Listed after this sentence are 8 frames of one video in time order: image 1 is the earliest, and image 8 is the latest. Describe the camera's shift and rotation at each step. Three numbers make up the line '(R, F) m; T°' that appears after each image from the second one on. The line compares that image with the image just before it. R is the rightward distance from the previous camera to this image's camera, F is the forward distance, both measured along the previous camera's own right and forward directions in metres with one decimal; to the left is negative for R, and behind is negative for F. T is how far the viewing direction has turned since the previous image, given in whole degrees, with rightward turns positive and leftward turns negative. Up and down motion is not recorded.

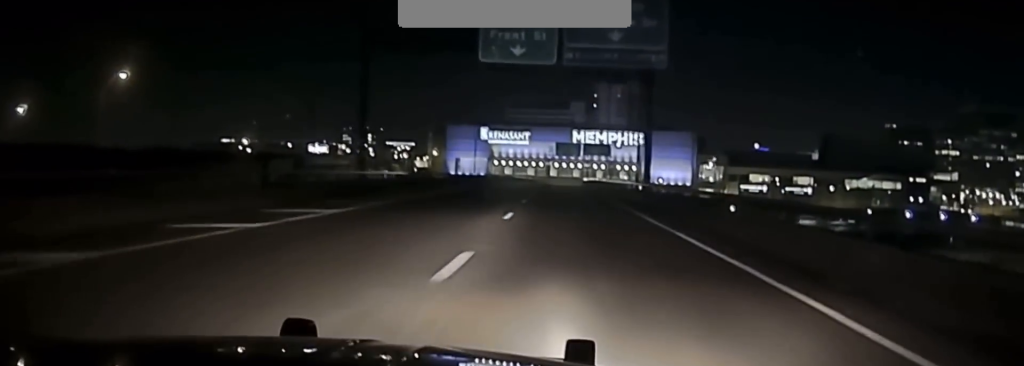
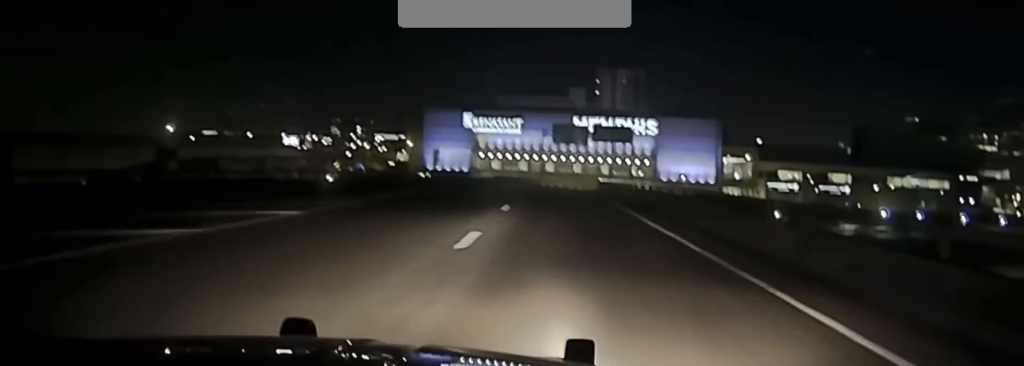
(+0.6, +55.3) m; +1°
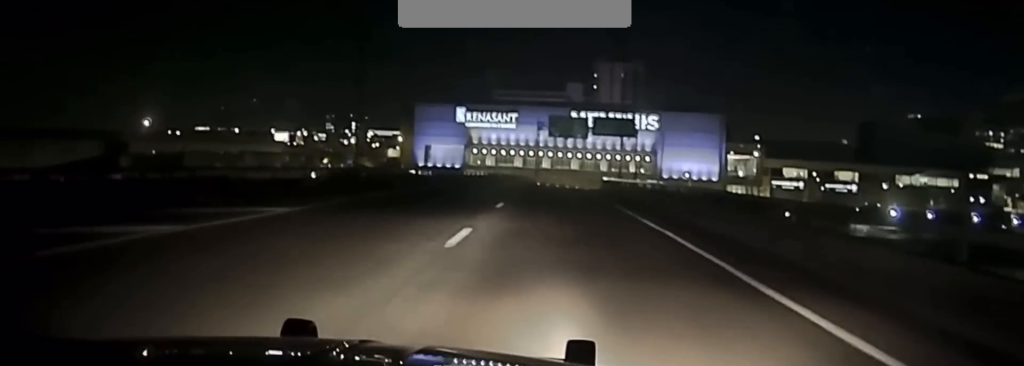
(0.0, +13.6) m; 0°
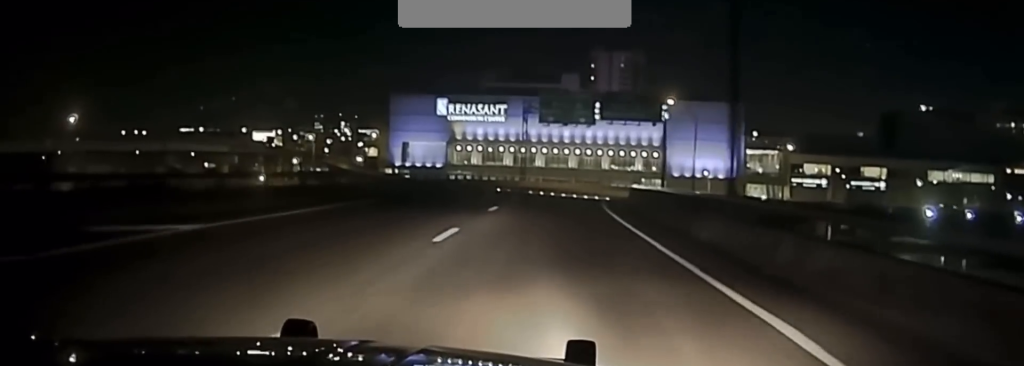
(-0.1, +40.5) m; 0°
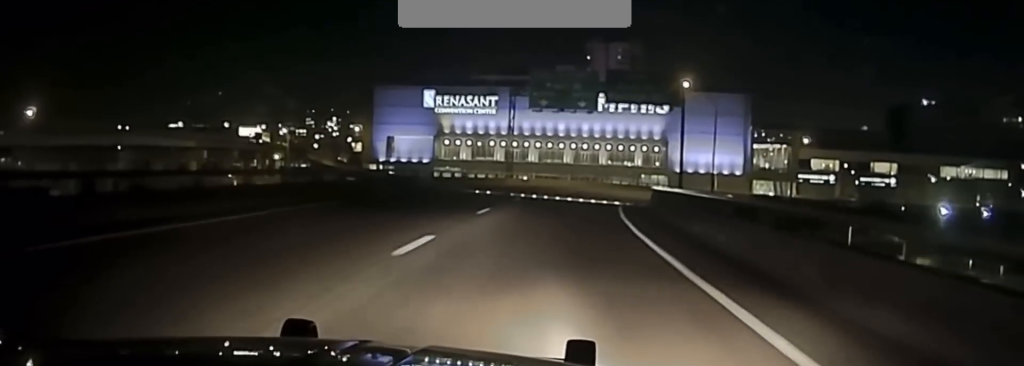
(-0.1, +16.2) m; +1°
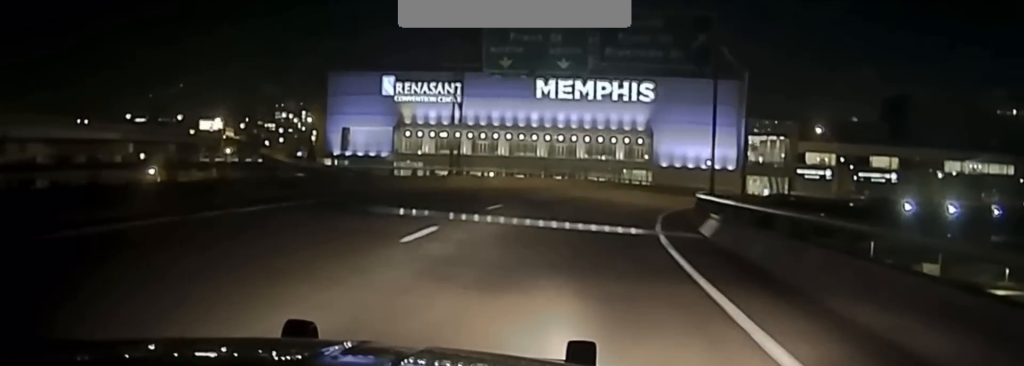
(+0.3, +24.1) m; +3°
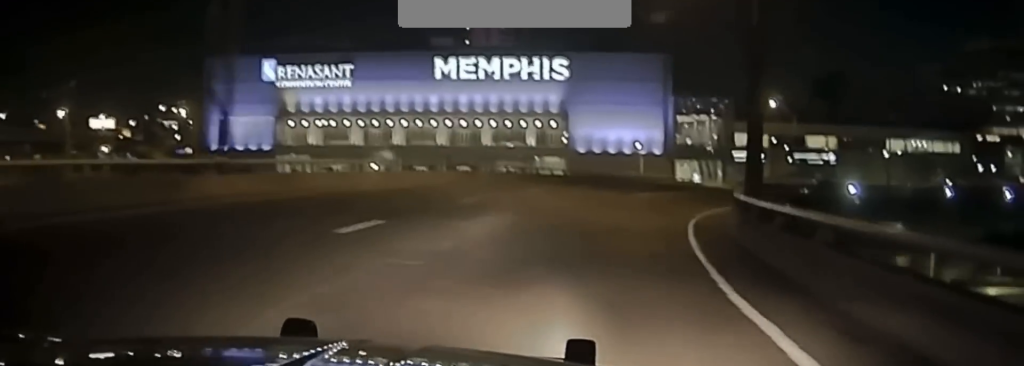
(+1.0, +24.1) m; +6°
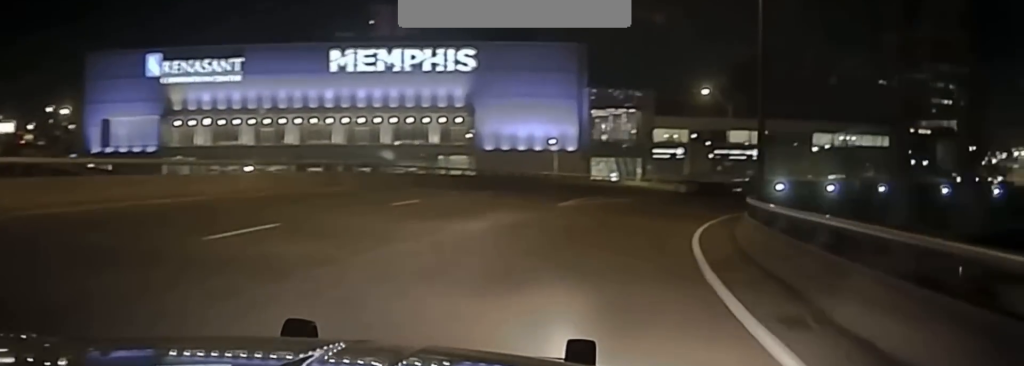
(+0.6, +12.7) m; +5°
